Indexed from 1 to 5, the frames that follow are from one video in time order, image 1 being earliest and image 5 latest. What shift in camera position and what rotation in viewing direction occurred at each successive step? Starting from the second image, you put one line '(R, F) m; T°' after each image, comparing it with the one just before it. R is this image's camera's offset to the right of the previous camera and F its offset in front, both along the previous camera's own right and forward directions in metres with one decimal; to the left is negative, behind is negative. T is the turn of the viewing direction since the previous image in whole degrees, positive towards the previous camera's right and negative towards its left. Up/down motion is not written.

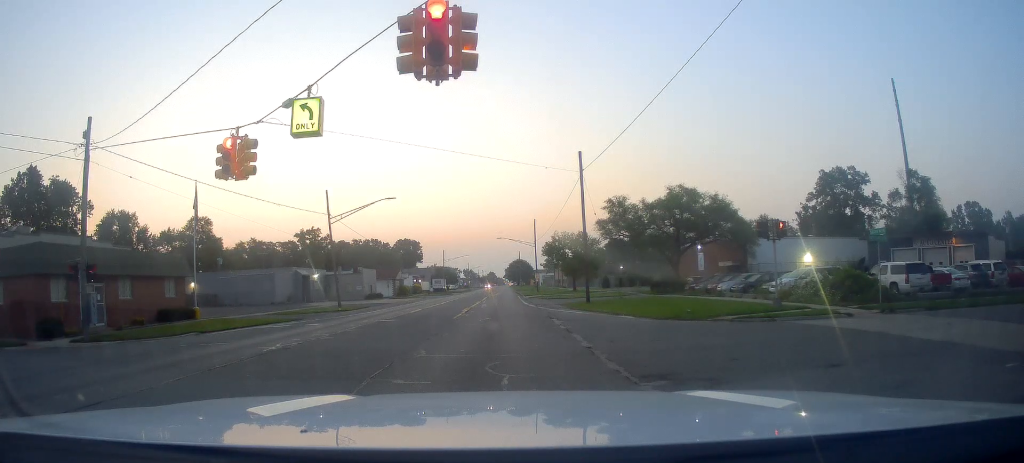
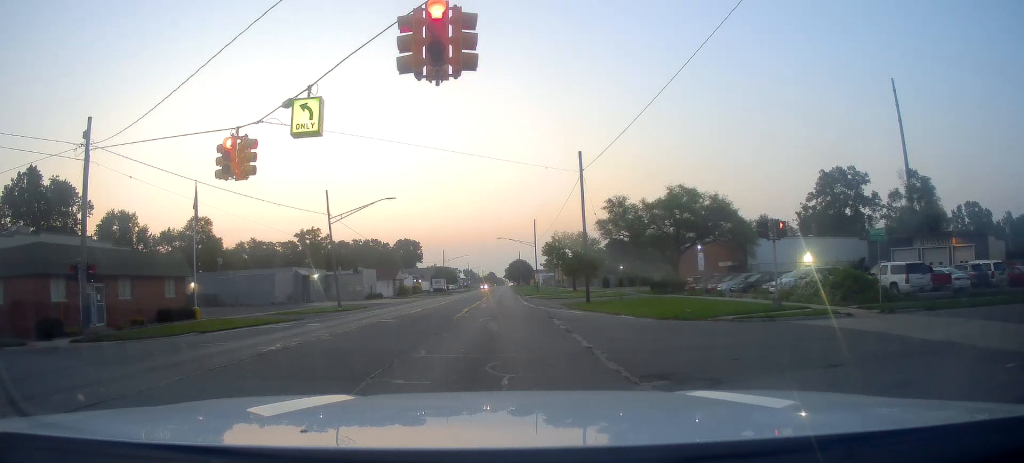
(0.0, +0.3) m; 0°
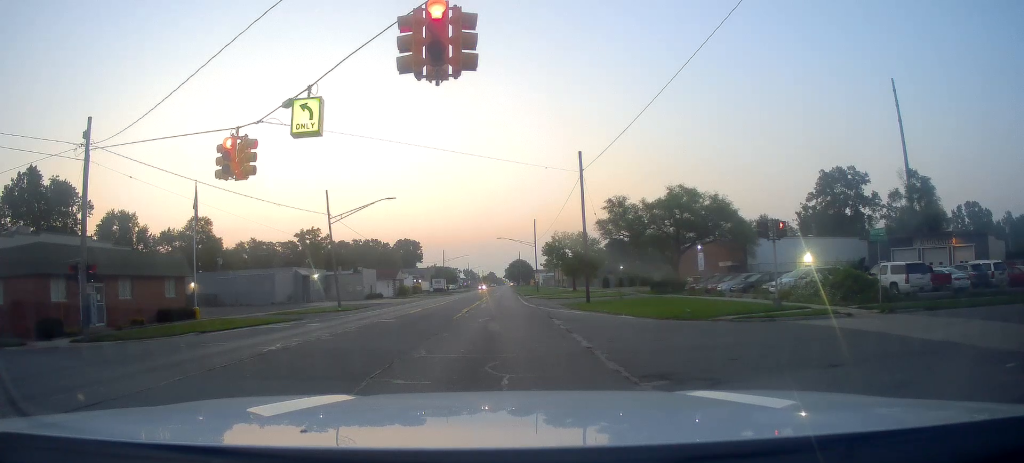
(0.0, +0.3) m; 0°
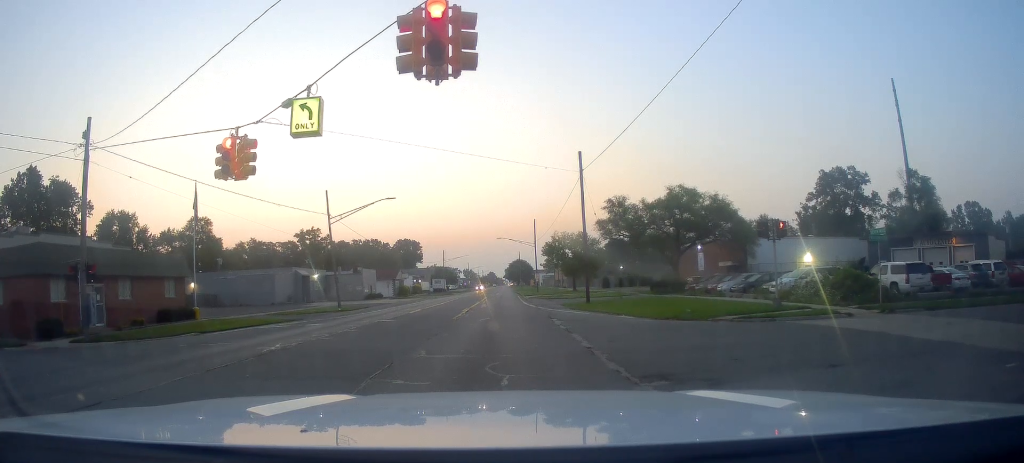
(0.0, +0.3) m; 0°
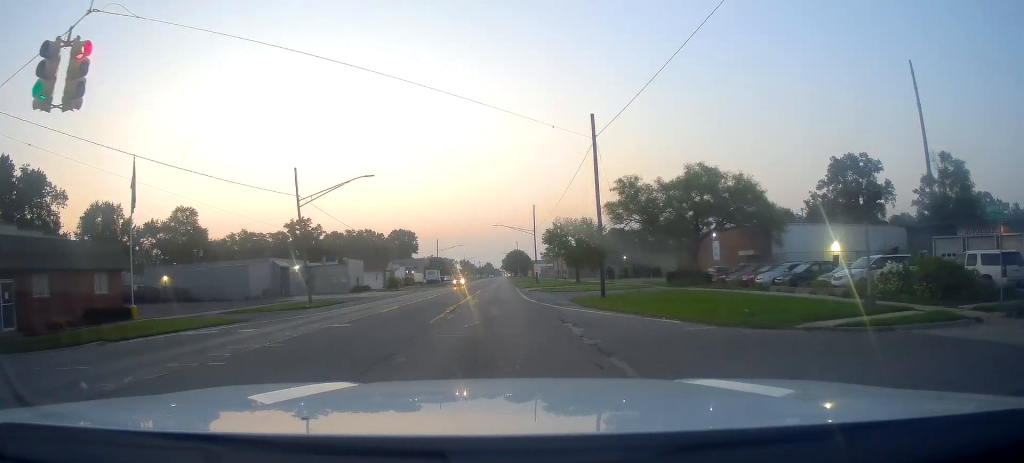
(0.0, +4.9) m; 0°
